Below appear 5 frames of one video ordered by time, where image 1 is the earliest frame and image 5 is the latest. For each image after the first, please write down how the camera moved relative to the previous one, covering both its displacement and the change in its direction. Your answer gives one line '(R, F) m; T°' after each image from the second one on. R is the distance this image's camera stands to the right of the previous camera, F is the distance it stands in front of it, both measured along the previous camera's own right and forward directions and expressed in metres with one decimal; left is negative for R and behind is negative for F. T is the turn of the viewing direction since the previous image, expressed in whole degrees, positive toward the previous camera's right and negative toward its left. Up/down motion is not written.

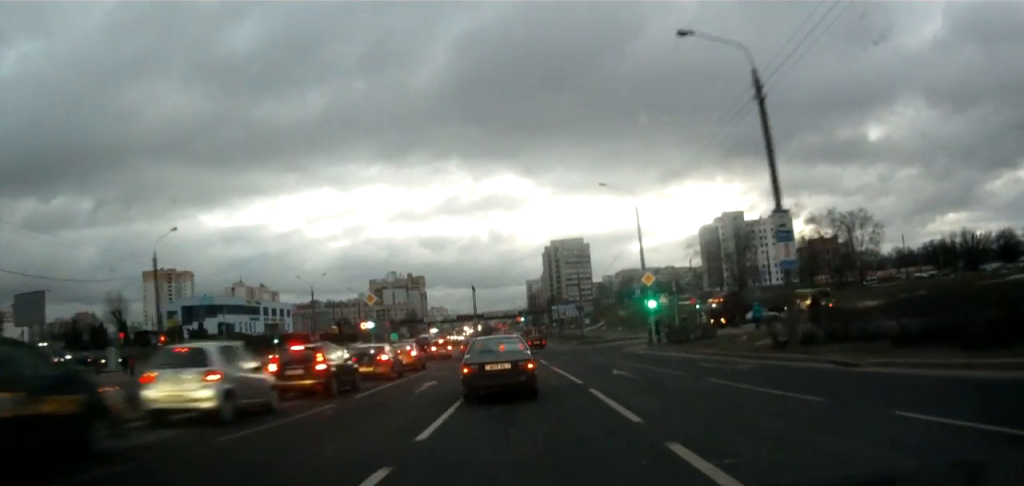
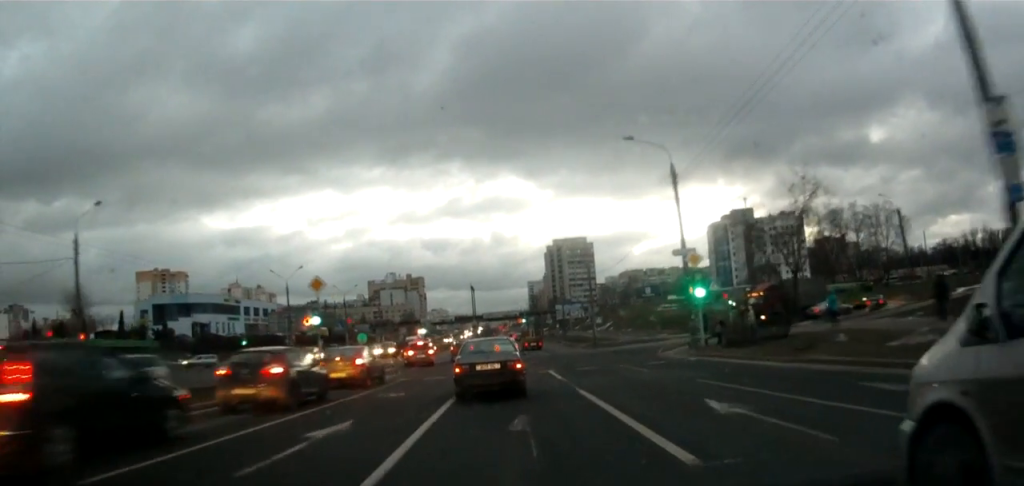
(-0.4, +11.1) m; 0°
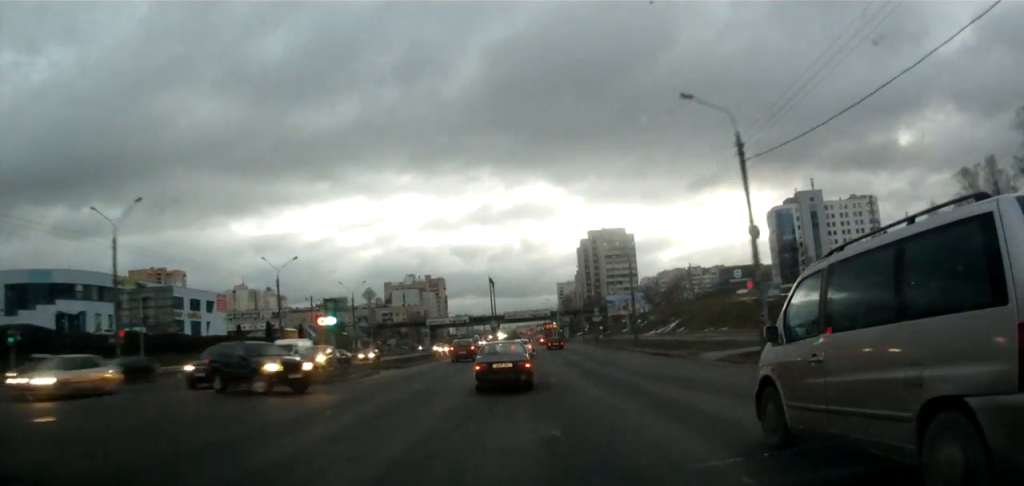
(-0.6, +44.1) m; -2°
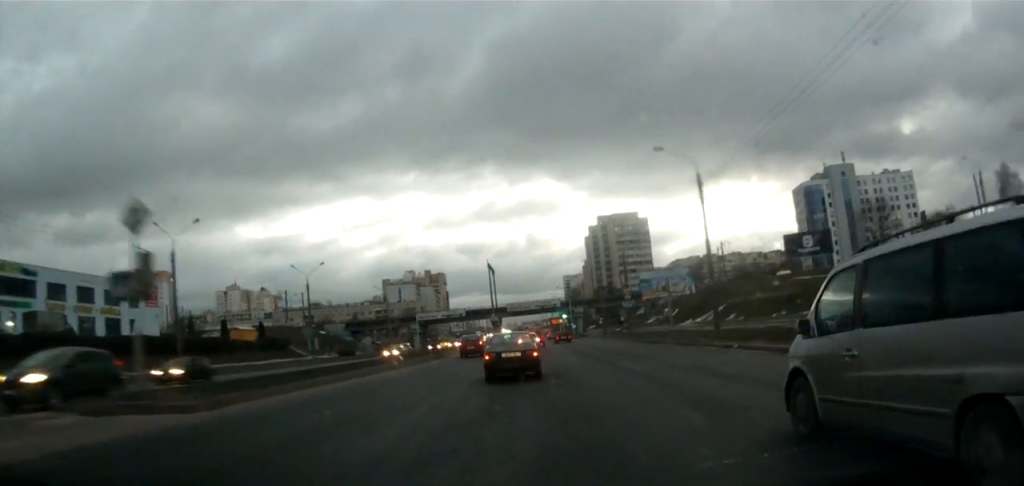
(0.0, +23.7) m; 0°
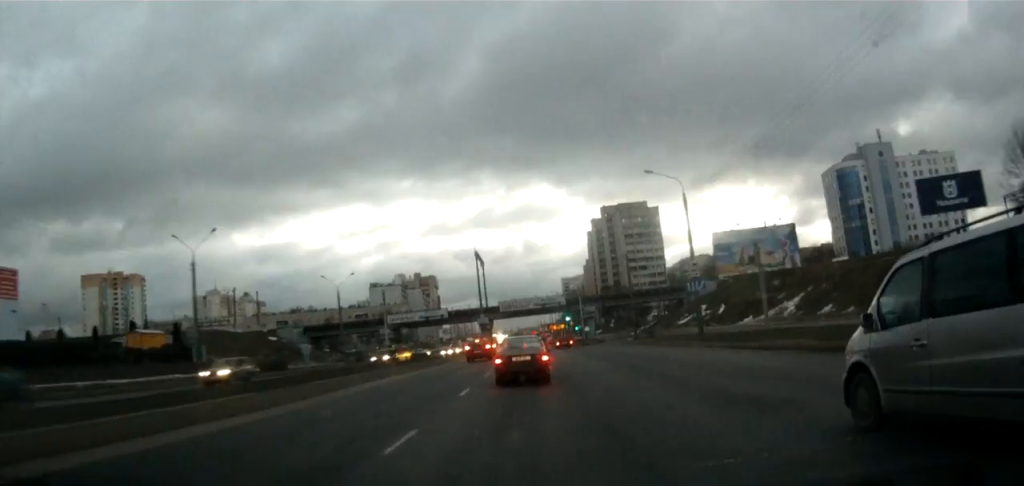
(+0.6, +29.0) m; +2°
